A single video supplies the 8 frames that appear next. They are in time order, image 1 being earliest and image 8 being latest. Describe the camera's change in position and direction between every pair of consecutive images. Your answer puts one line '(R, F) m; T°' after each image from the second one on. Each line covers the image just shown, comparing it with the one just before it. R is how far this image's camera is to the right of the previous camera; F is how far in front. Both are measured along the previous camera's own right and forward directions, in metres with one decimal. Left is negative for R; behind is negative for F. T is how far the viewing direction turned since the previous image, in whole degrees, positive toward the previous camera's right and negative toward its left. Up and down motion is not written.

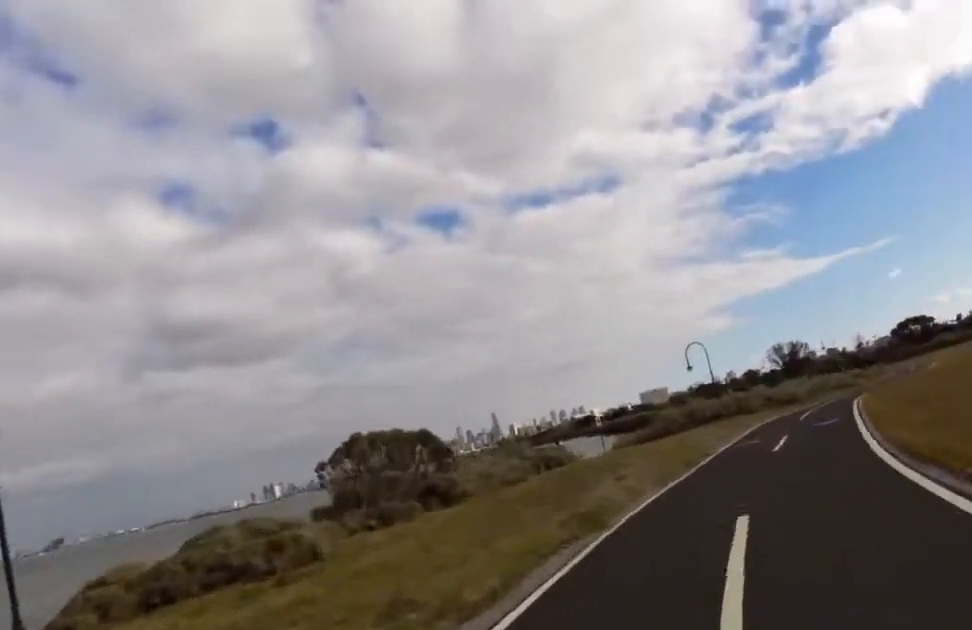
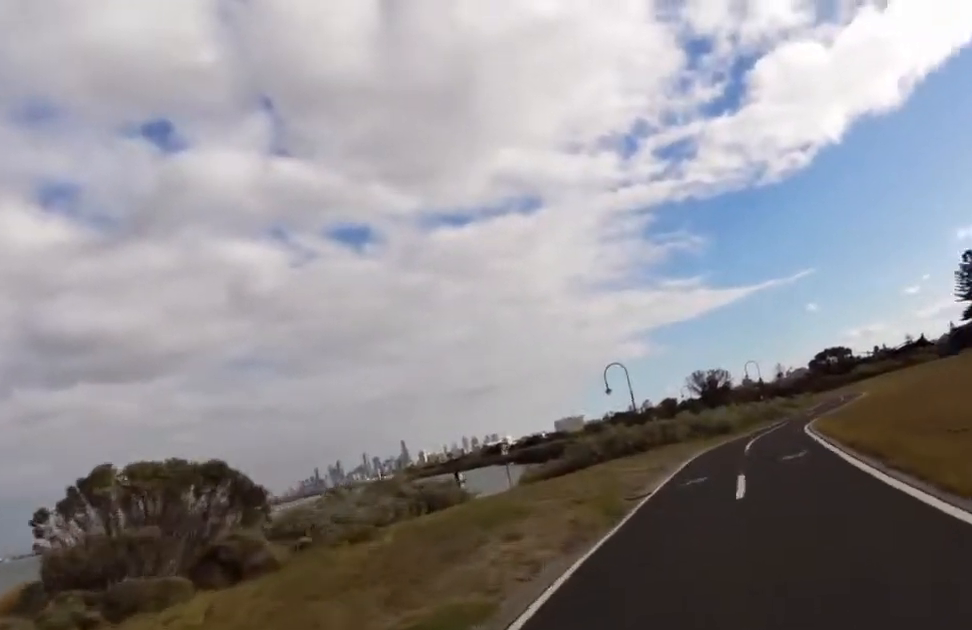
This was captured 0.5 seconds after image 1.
(+0.2, +4.0) m; +4°
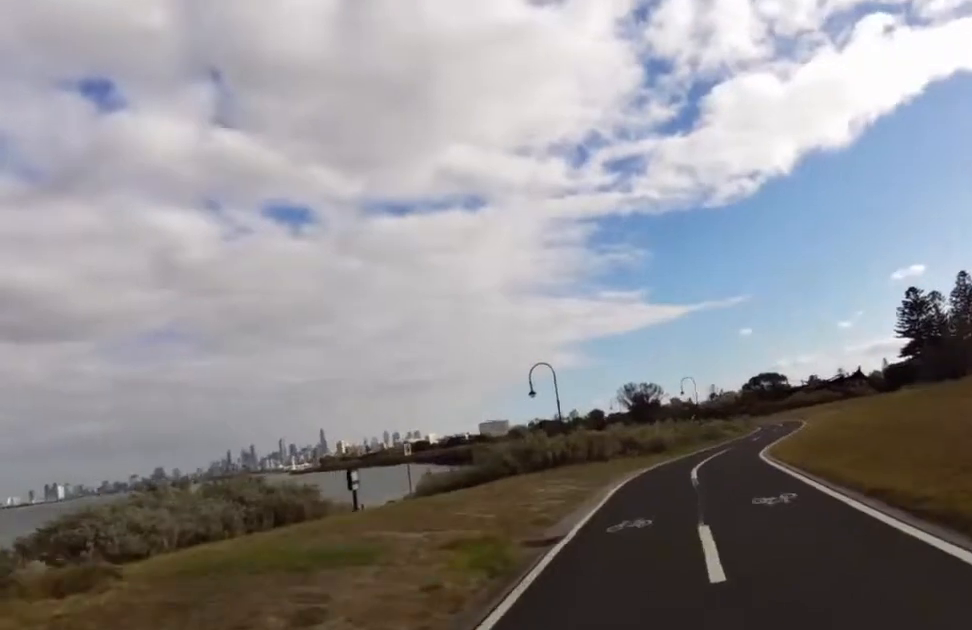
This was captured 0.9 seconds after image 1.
(0.0, +3.7) m; +3°
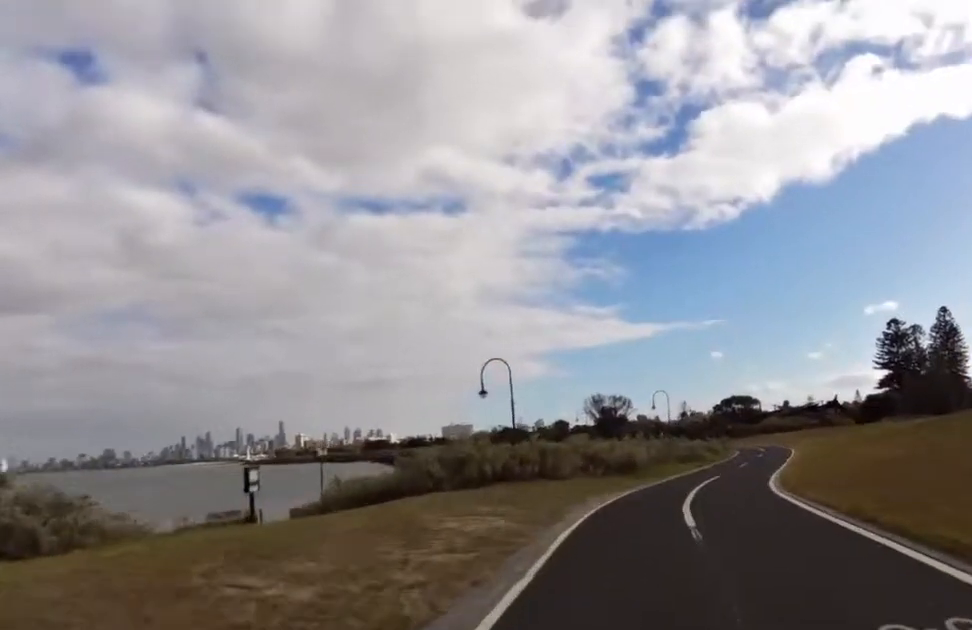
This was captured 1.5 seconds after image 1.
(0.0, +5.2) m; +5°
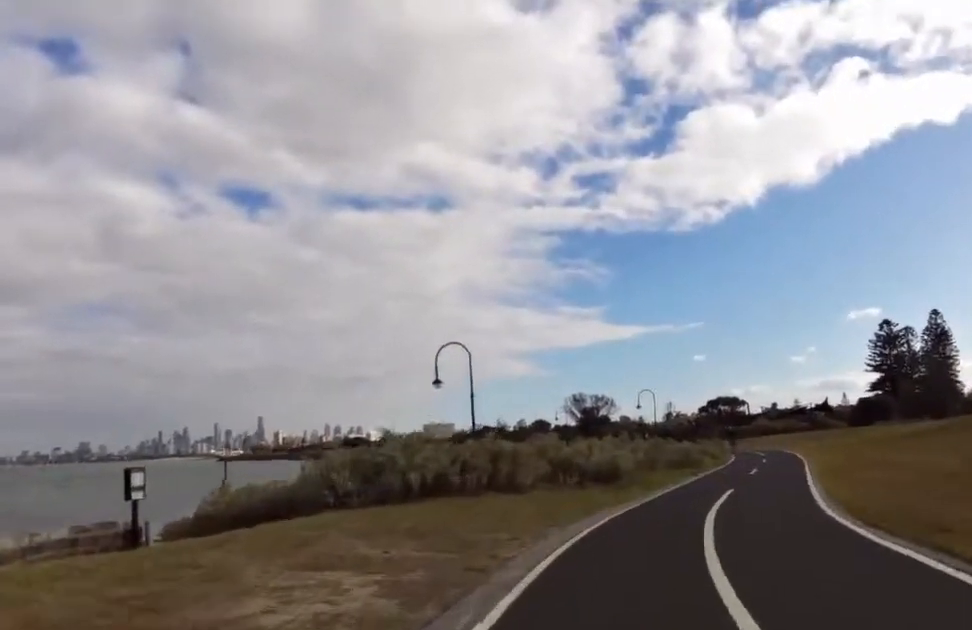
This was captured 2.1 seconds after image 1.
(+0.5, +4.9) m; +6°
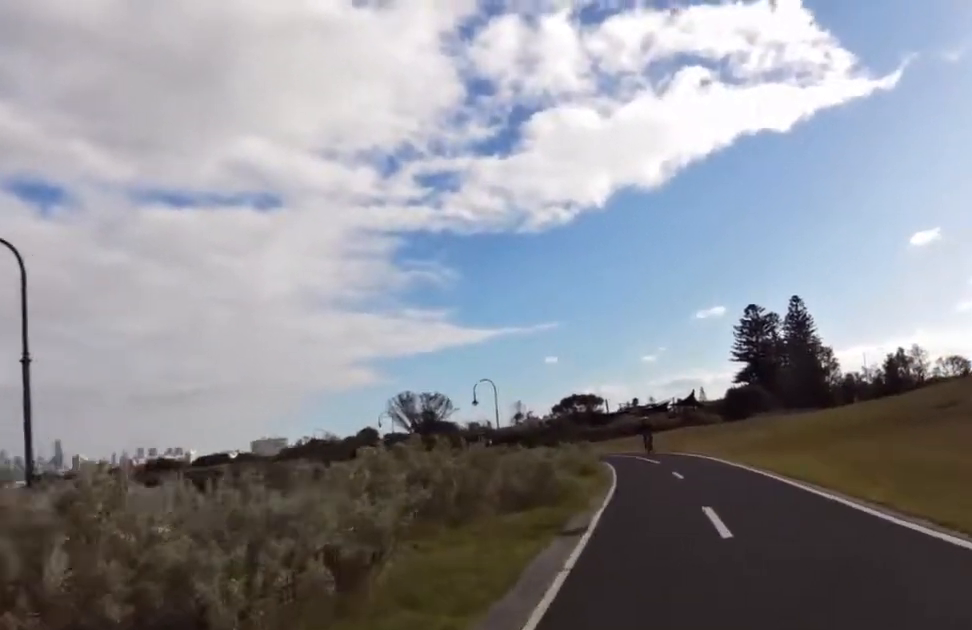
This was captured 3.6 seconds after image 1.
(+1.5, +13.3) m; +12°
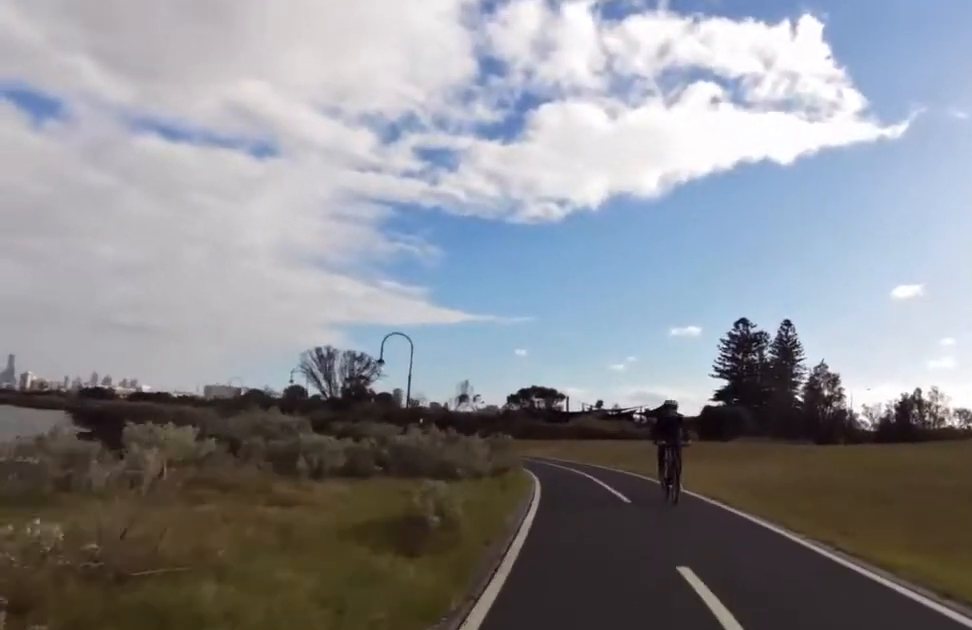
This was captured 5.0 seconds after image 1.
(+1.1, +12.2) m; +6°
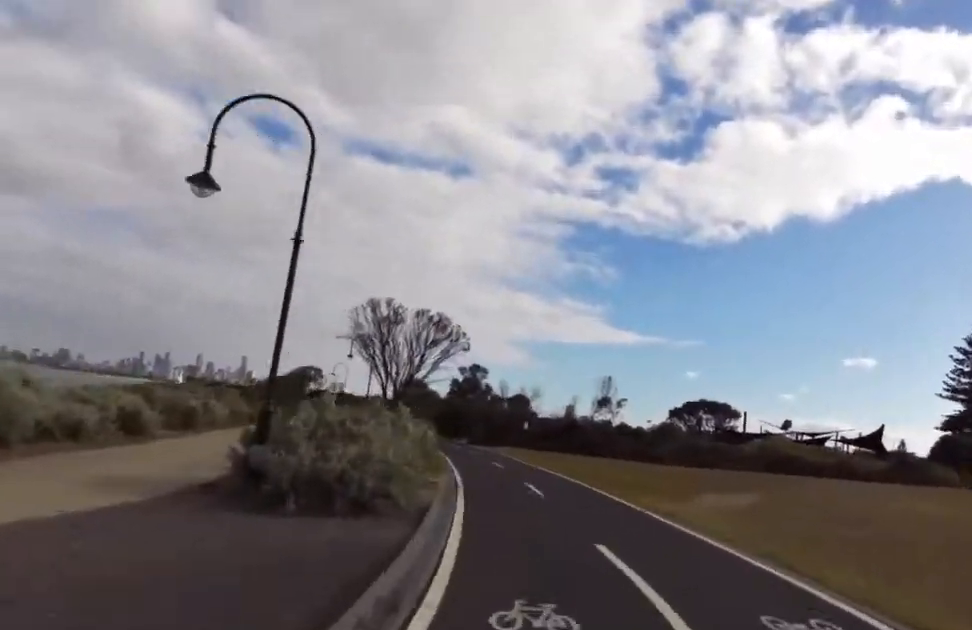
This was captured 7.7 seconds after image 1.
(-3.0, +24.5) m; -10°
